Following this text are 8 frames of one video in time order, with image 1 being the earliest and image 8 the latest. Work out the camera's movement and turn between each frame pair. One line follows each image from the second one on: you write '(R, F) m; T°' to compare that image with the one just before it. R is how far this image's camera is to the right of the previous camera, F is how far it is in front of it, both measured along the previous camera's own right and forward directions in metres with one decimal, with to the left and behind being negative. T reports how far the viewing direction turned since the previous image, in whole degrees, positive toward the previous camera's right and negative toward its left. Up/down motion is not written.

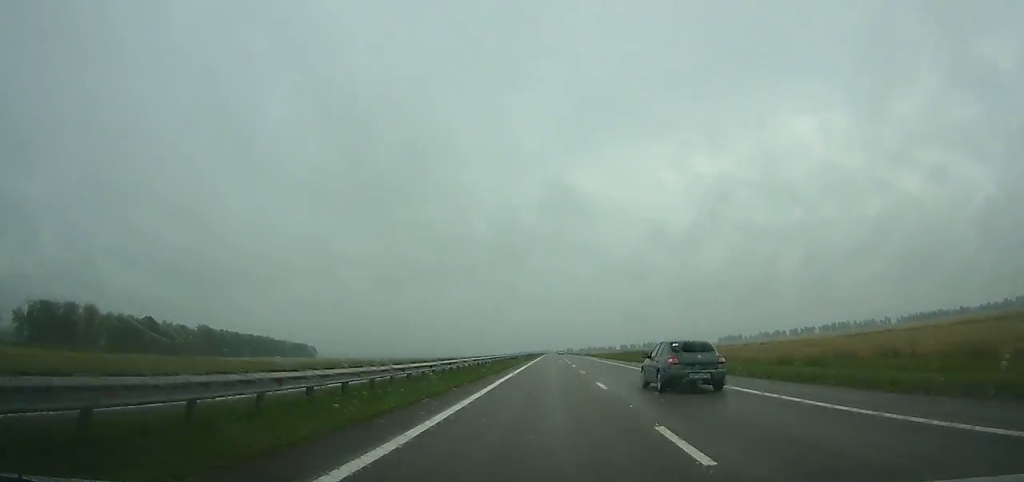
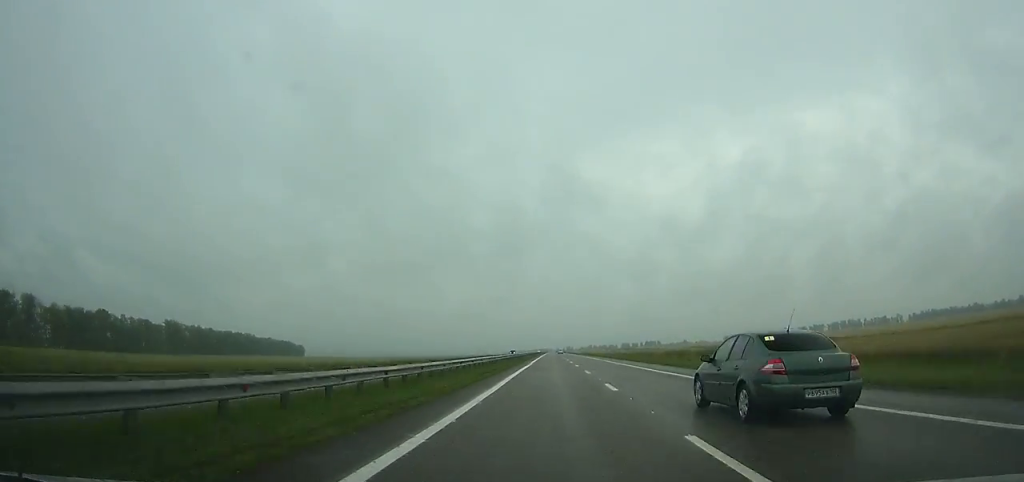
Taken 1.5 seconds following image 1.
(-0.1, +49.2) m; 0°
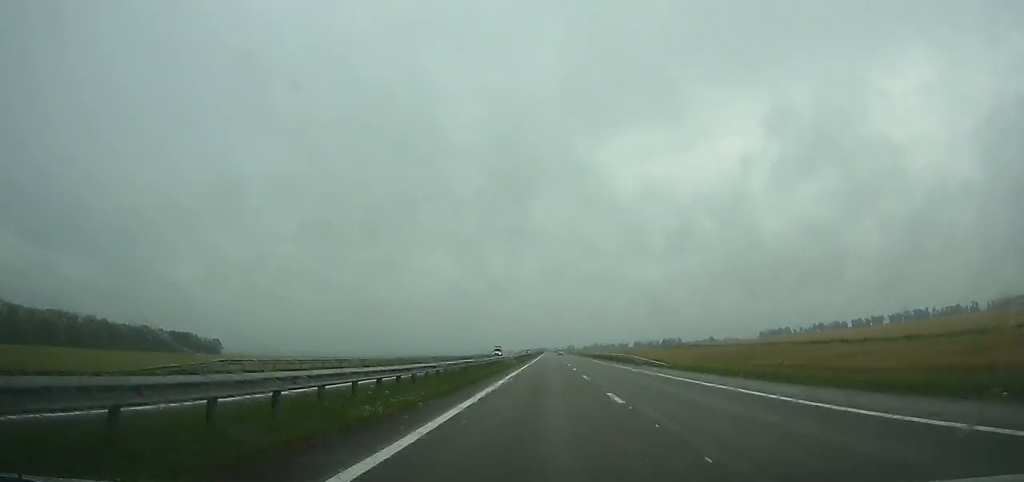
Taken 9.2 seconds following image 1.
(-0.1, +257.6) m; 0°
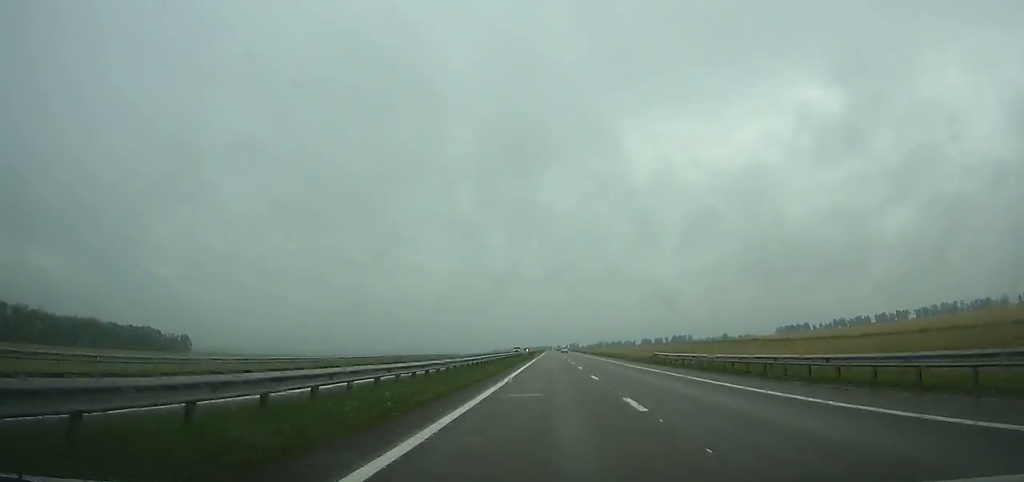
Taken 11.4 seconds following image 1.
(0.0, +74.4) m; 0°
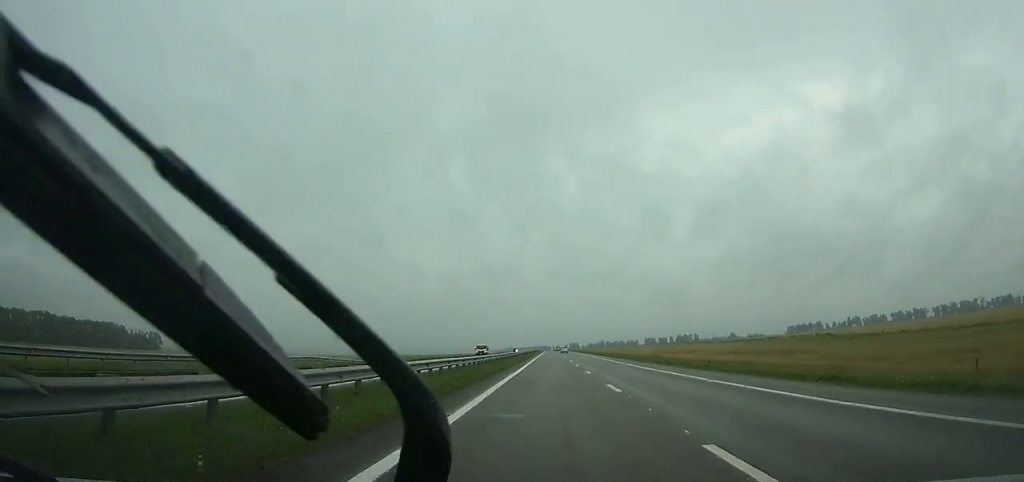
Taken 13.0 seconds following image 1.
(0.0, +54.2) m; 0°
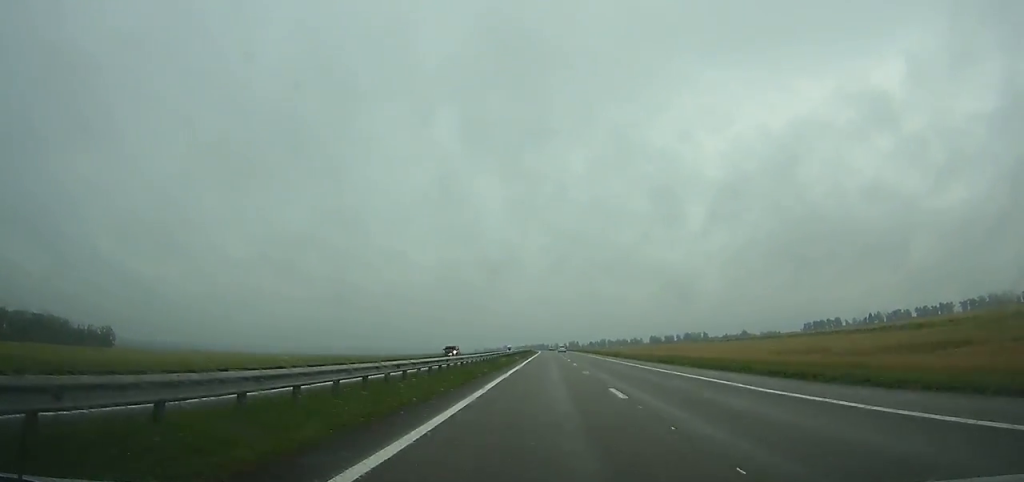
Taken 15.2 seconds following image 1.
(+0.1, +74.3) m; 0°
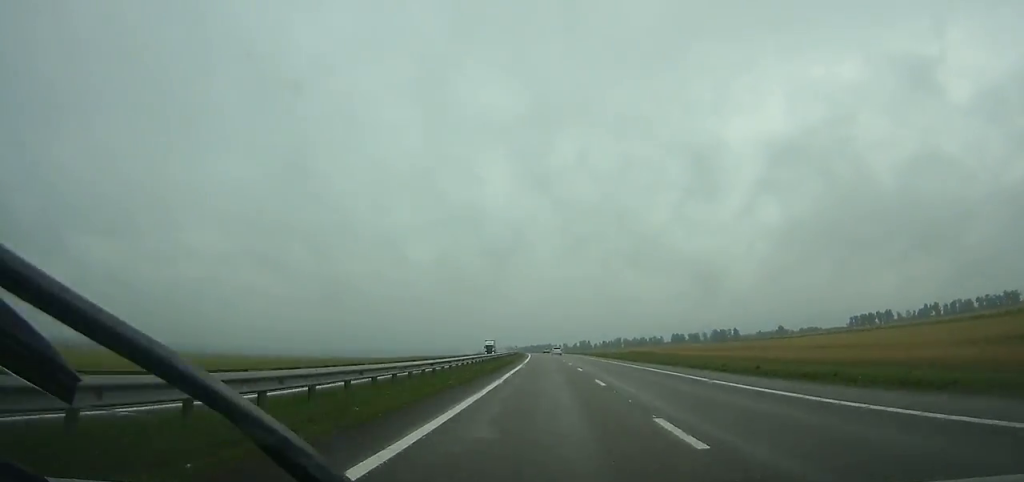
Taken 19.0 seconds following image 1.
(-0.2, +127.4) m; -1°
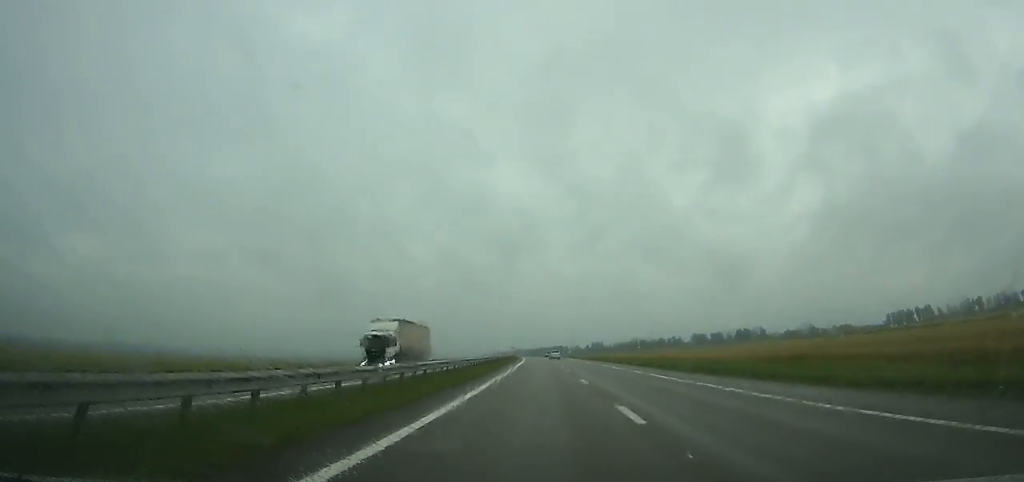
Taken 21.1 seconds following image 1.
(-0.5, +69.1) m; -1°
